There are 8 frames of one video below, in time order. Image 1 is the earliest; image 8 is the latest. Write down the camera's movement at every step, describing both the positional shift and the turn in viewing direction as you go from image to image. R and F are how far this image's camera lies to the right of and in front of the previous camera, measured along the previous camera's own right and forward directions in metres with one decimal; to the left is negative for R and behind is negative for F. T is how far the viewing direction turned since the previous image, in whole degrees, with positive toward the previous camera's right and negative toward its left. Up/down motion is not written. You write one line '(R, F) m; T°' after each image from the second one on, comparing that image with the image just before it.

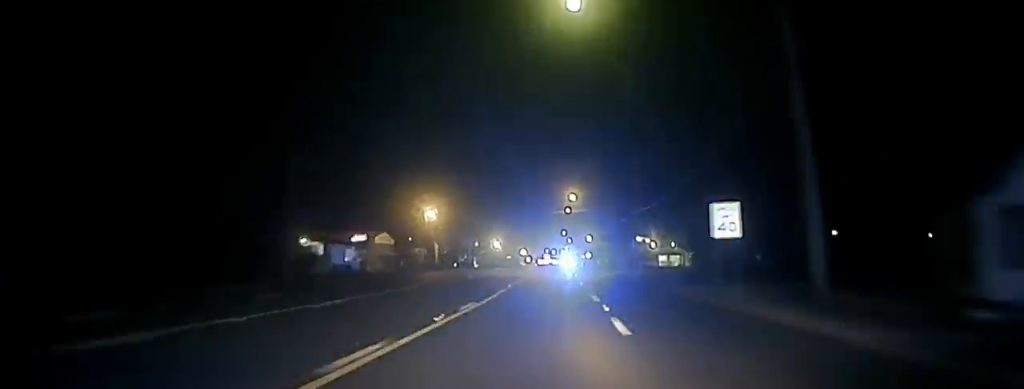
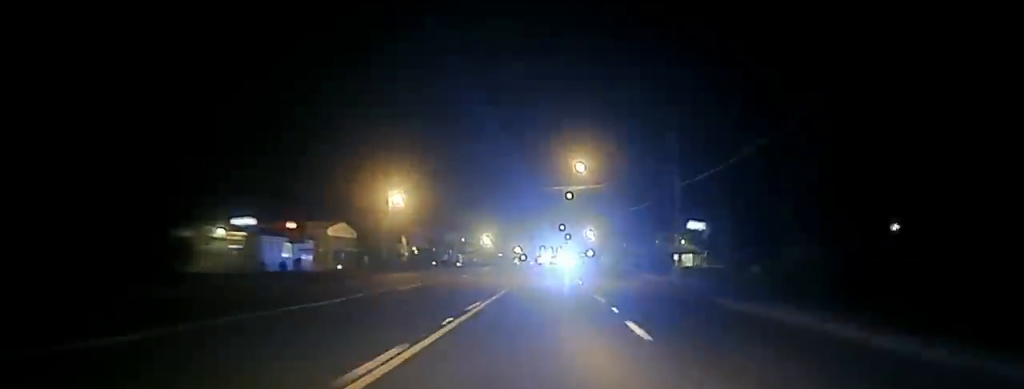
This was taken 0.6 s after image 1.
(0.0, +27.4) m; 0°
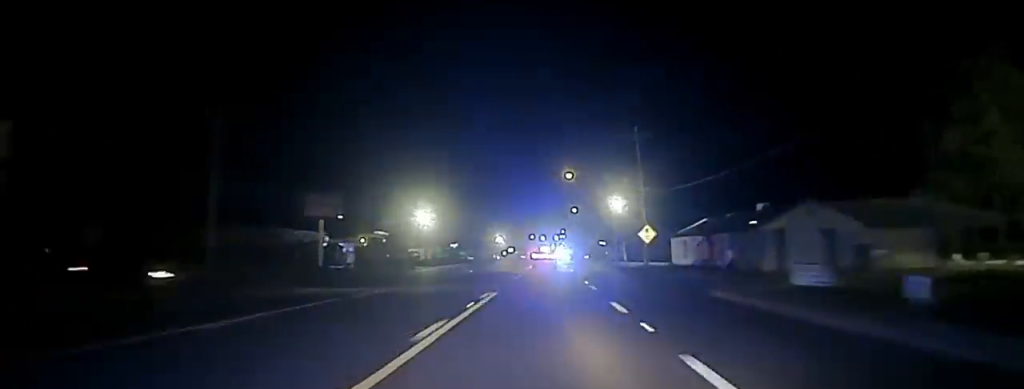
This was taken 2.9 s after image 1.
(+0.6, +93.2) m; 0°
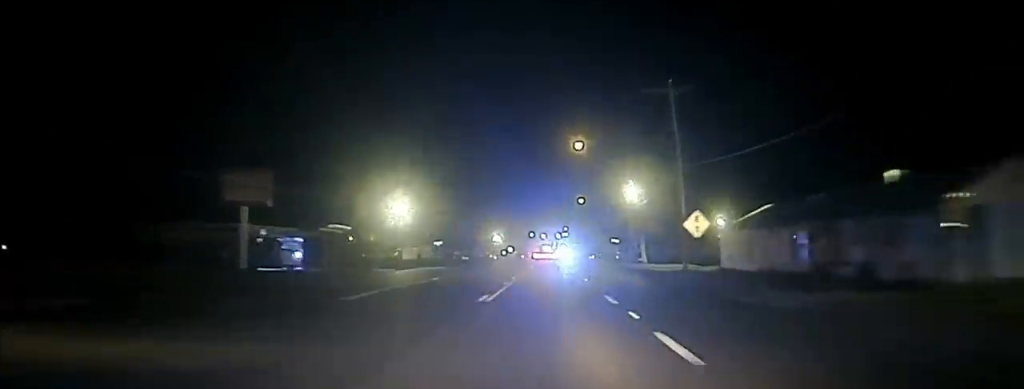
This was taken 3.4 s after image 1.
(0.0, +17.9) m; 0°
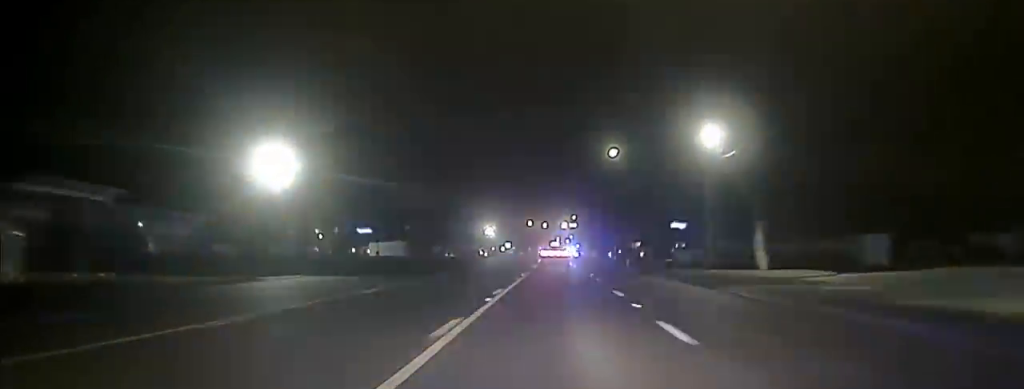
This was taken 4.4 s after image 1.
(-0.1, +46.9) m; 0°
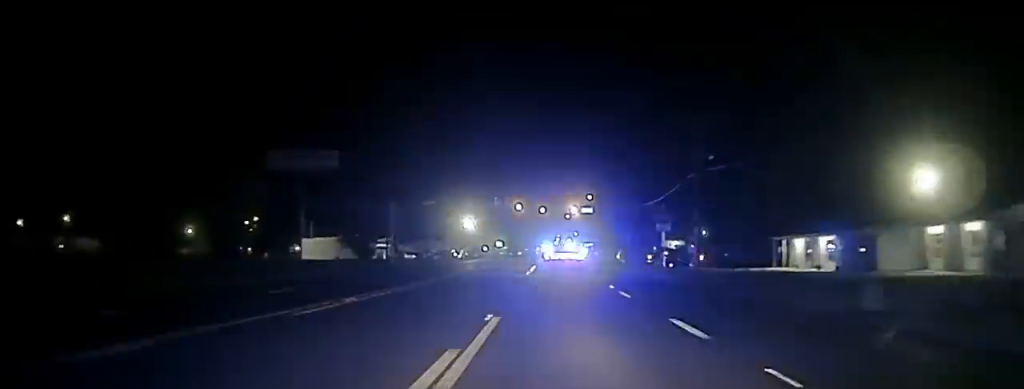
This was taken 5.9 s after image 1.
(+0.4, +67.7) m; 0°
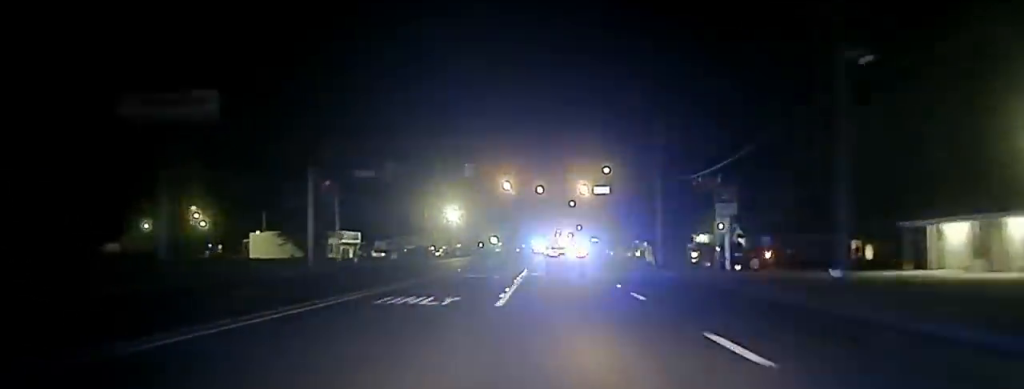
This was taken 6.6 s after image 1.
(+0.1, +29.4) m; 0°
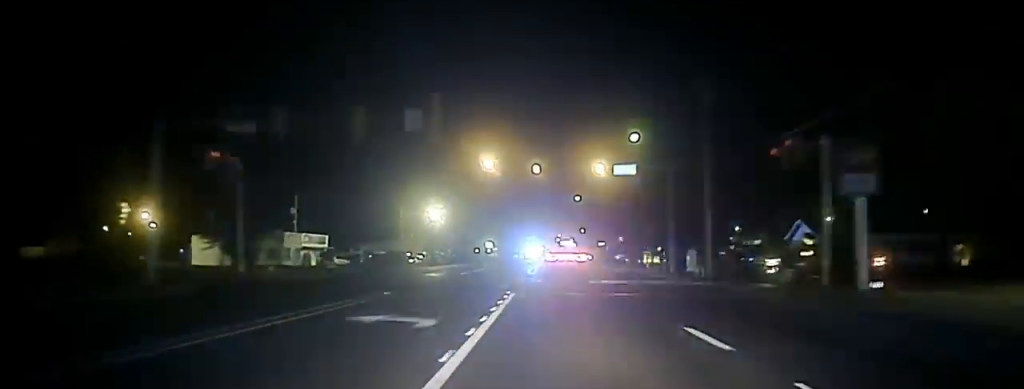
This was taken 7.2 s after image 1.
(-0.2, +23.6) m; 0°
